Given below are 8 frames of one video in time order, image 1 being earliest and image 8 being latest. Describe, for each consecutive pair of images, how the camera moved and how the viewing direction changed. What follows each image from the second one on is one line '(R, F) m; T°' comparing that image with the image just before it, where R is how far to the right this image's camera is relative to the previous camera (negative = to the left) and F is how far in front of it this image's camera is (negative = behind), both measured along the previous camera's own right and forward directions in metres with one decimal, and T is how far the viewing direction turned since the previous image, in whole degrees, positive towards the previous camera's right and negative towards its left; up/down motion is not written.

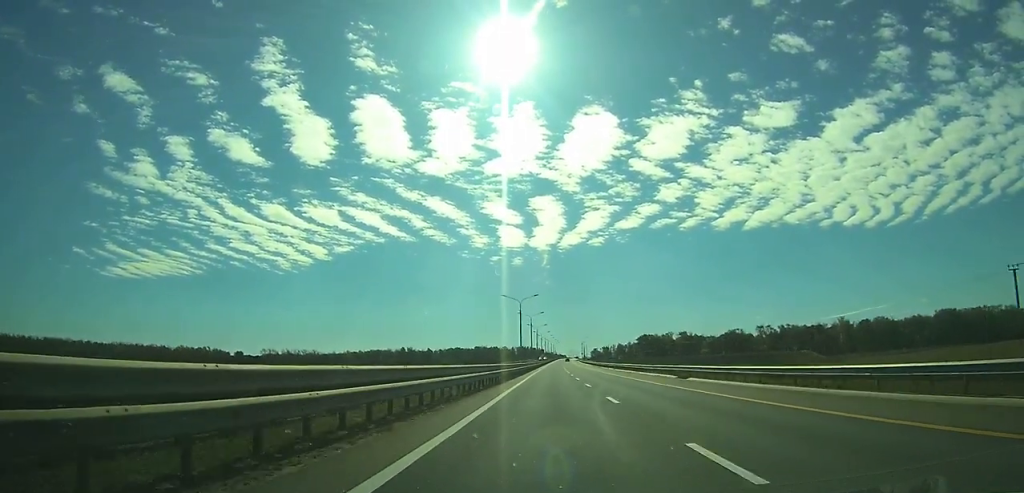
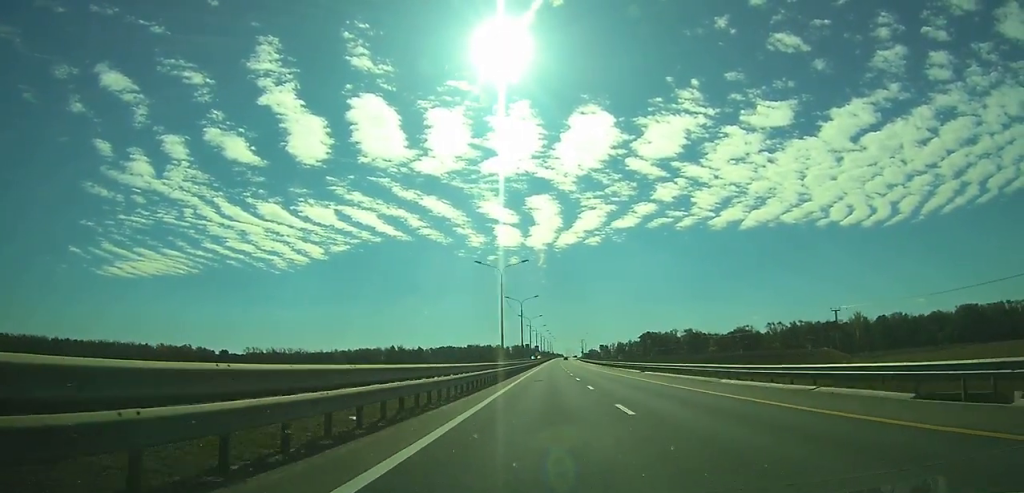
(0.0, +27.5) m; 0°
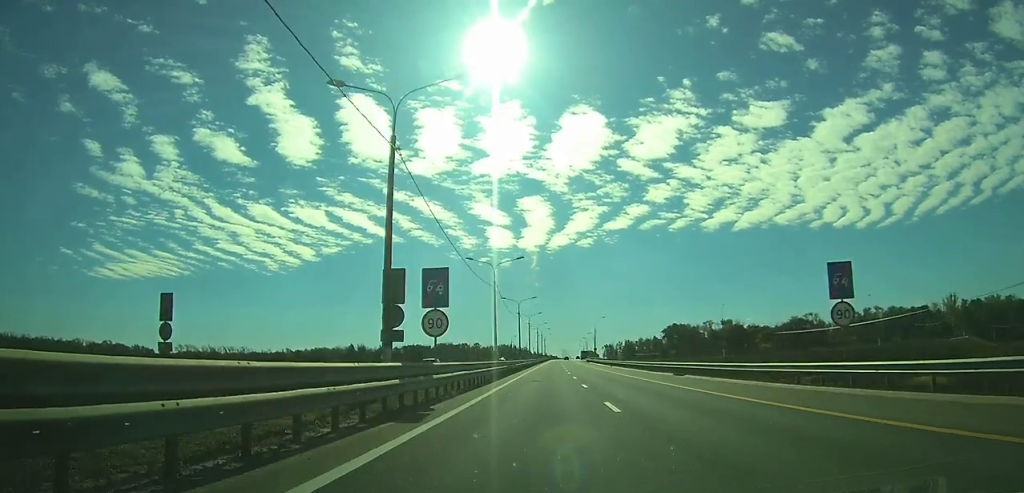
(+1.0, +107.7) m; +1°
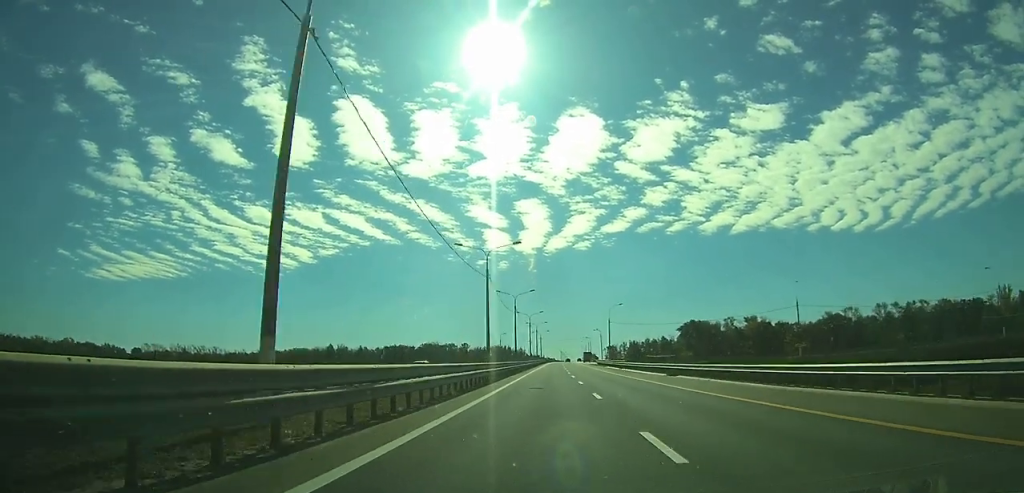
(+0.2, +44.5) m; 0°
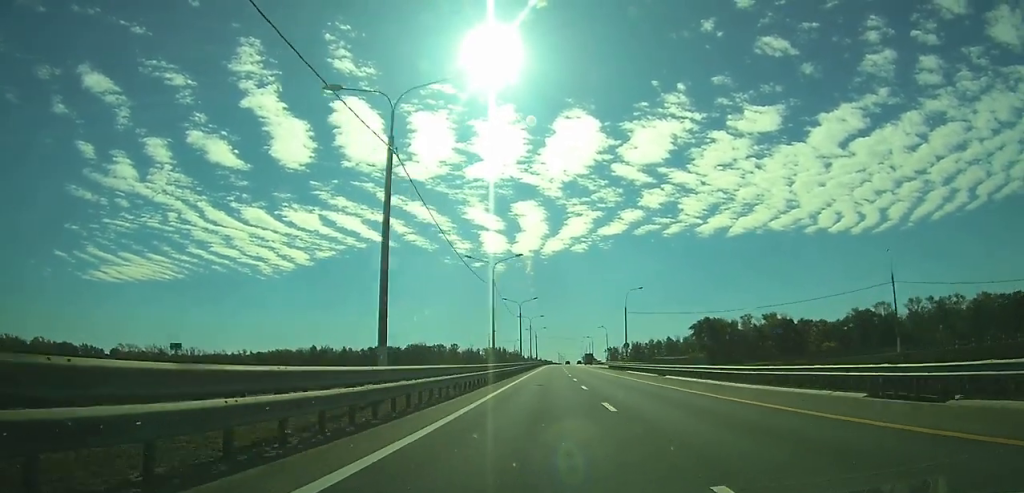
(+0.1, +28.9) m; 0°
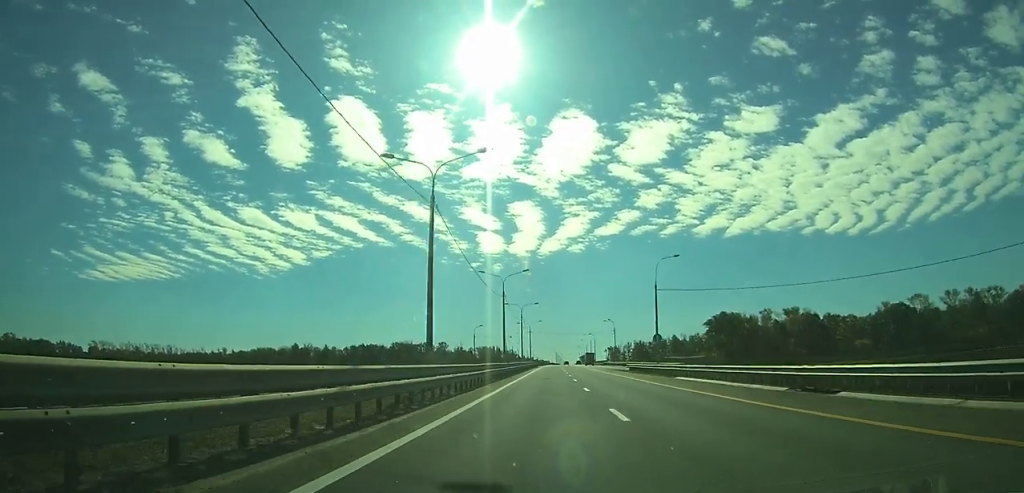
(+0.1, +26.4) m; 0°
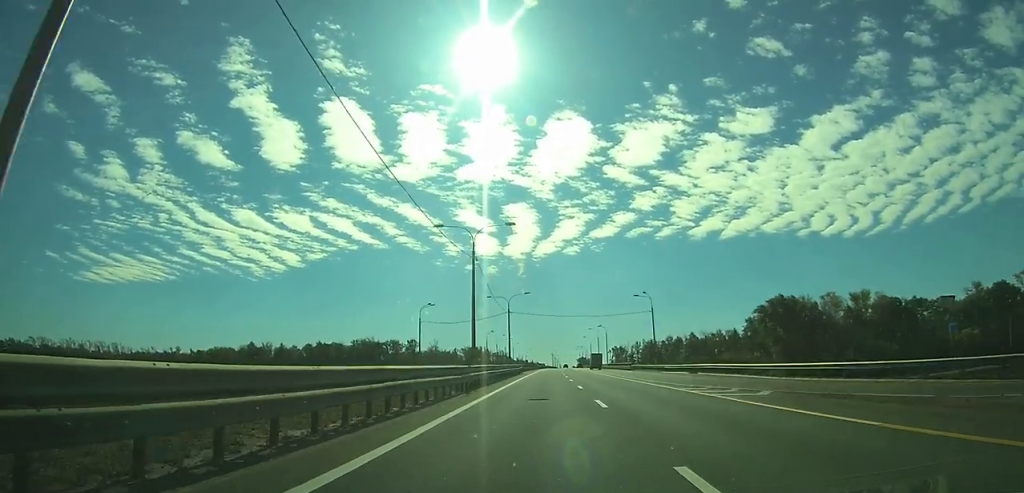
(+0.2, +55.5) m; +1°
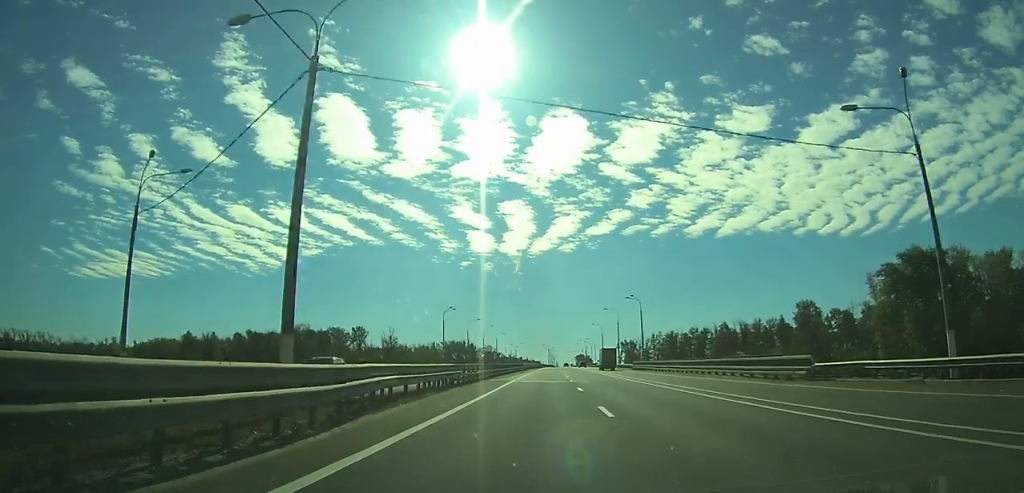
(+0.3, +61.7) m; 0°
